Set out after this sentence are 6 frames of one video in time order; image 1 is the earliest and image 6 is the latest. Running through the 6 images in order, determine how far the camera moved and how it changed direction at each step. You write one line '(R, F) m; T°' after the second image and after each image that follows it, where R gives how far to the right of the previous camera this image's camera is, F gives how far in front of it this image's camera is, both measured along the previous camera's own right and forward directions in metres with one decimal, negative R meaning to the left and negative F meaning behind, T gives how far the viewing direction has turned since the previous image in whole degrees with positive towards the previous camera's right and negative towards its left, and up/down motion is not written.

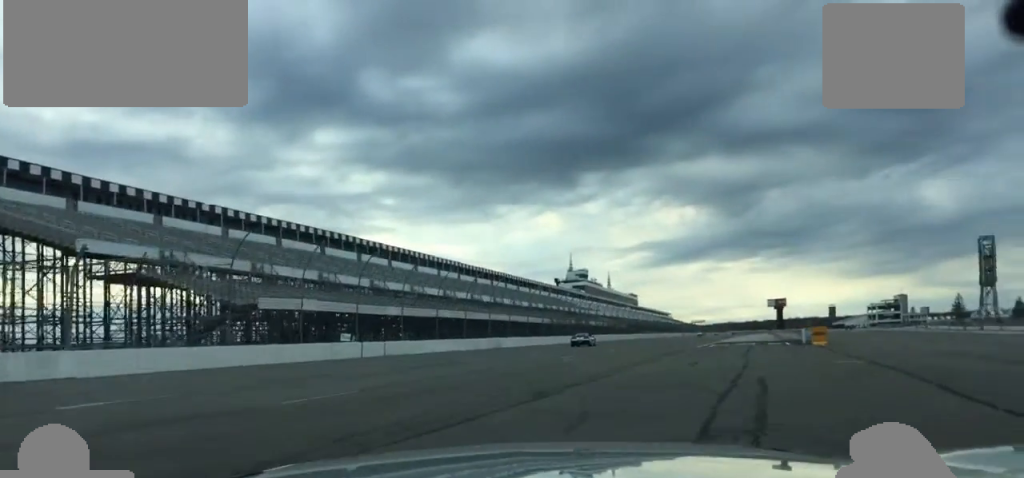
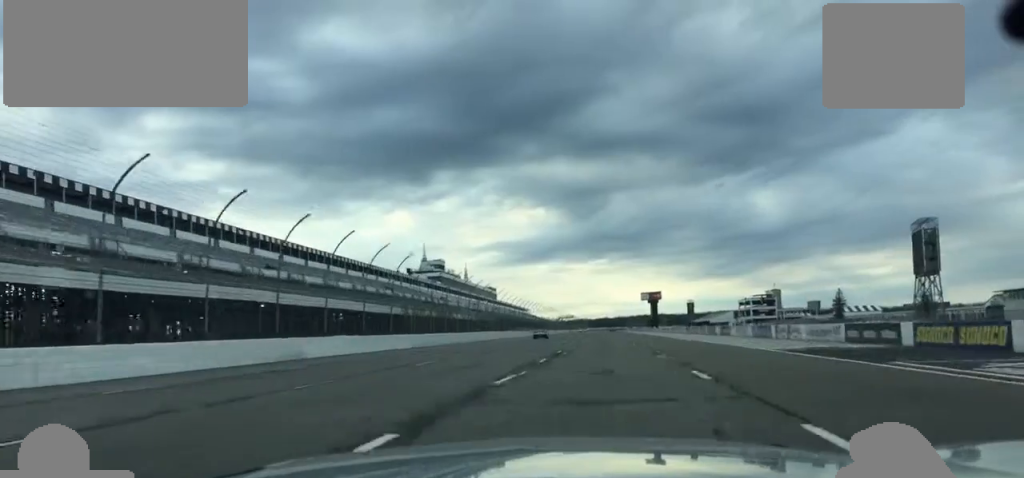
(+5.1, +45.7) m; +10°
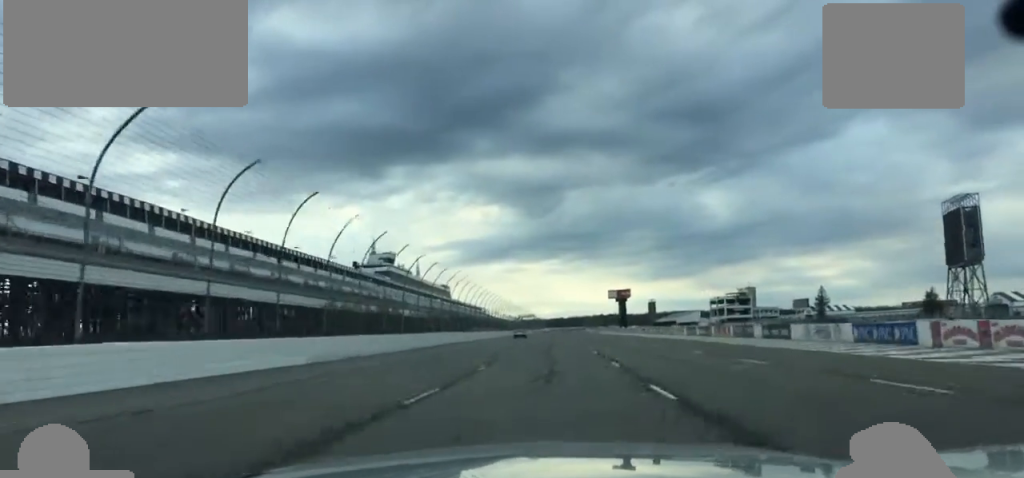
(+0.6, +28.4) m; +3°
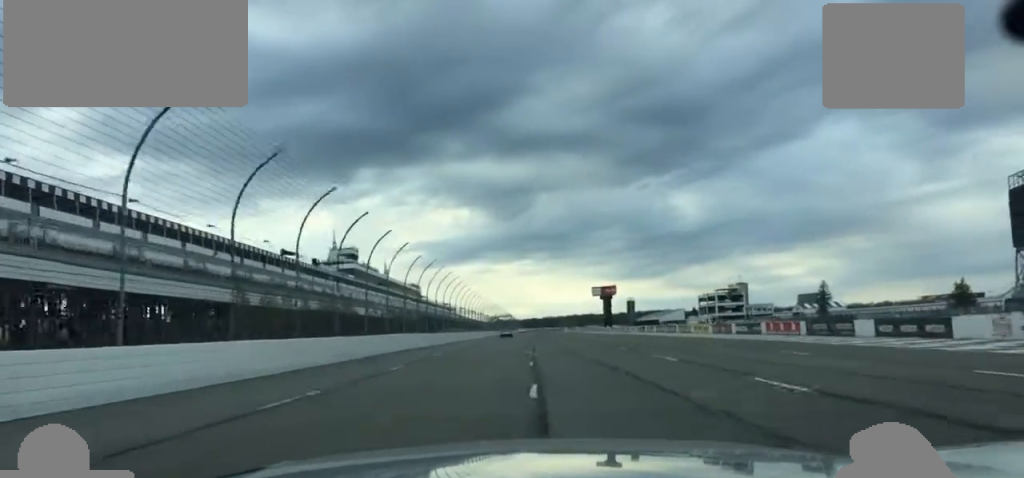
(+0.4, +24.4) m; +2°
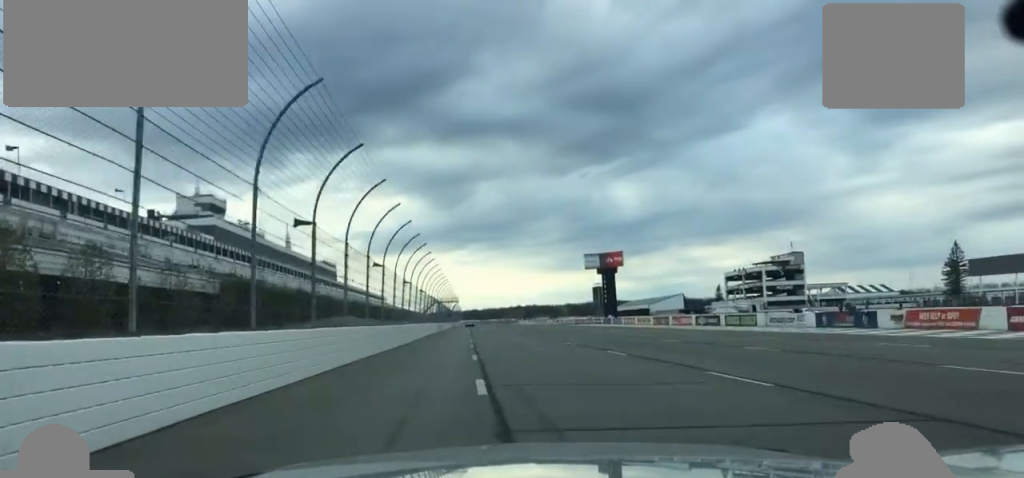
(+3.4, +96.3) m; +3°
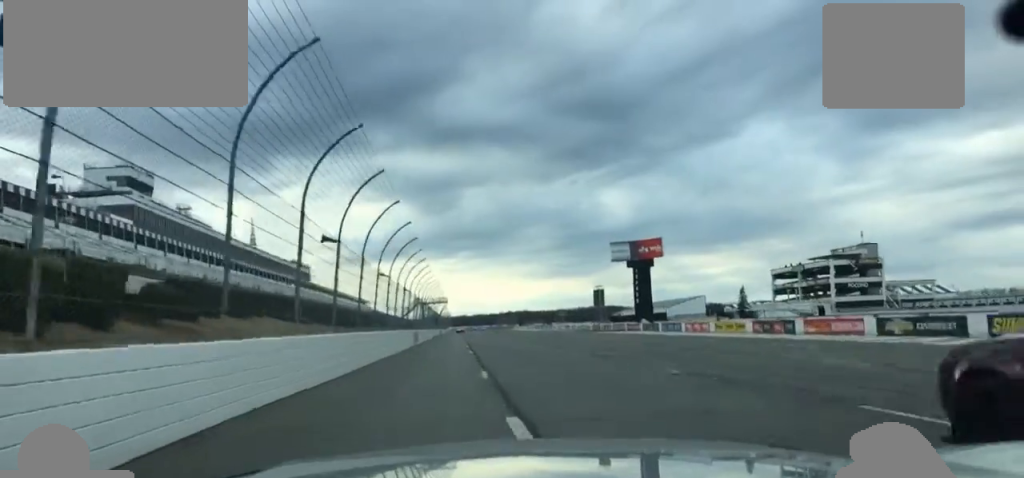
(+0.2, +44.6) m; +1°
